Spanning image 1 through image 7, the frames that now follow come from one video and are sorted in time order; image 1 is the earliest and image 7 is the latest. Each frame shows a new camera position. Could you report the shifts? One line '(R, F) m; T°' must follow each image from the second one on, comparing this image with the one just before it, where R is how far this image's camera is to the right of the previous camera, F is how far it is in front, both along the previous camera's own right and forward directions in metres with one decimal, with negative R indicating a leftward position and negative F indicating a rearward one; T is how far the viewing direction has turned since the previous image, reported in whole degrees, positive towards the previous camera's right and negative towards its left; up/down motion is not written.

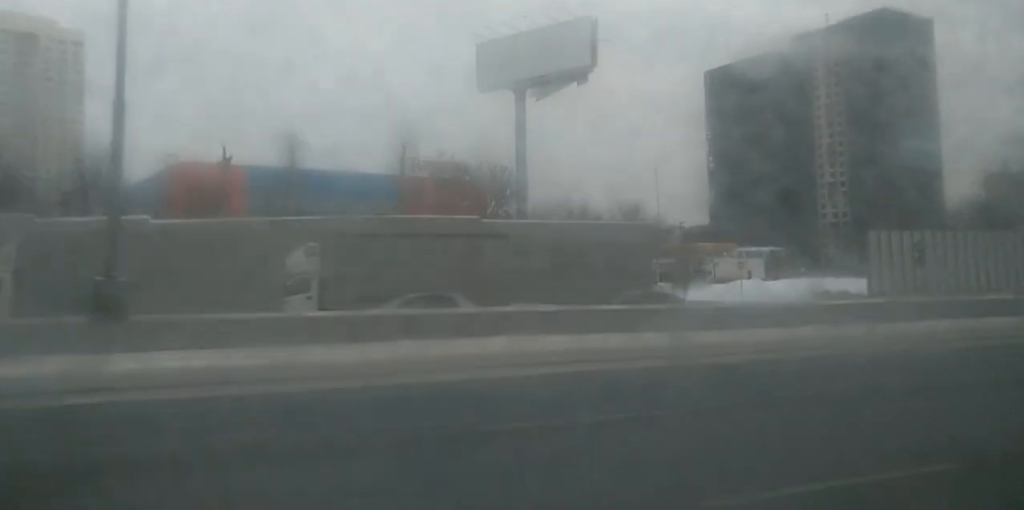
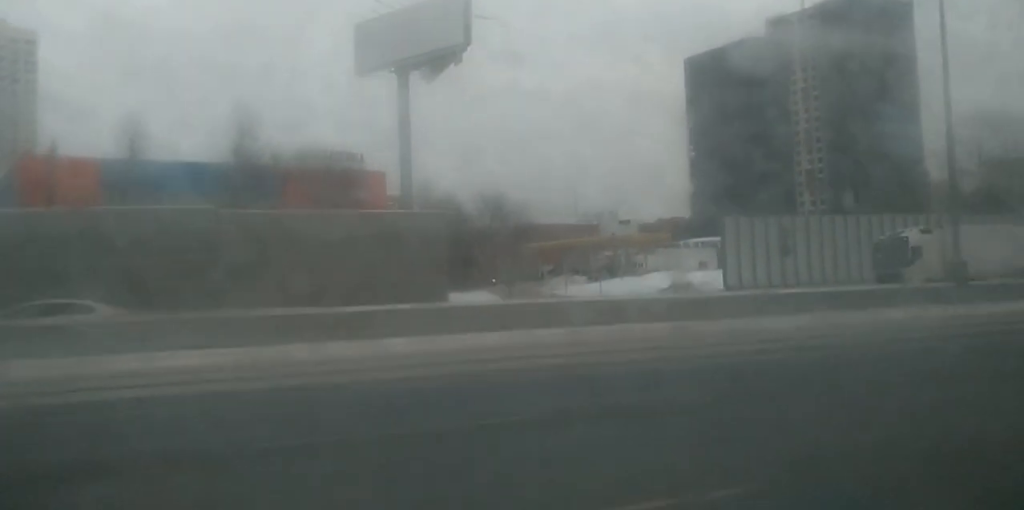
(-0.5, +15.8) m; -2°
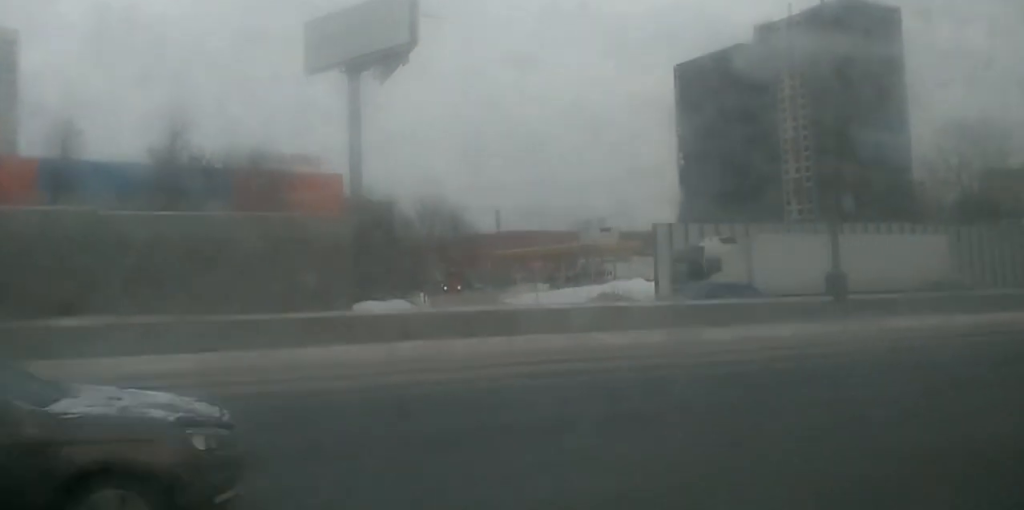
(+0.1, +5.7) m; 0°
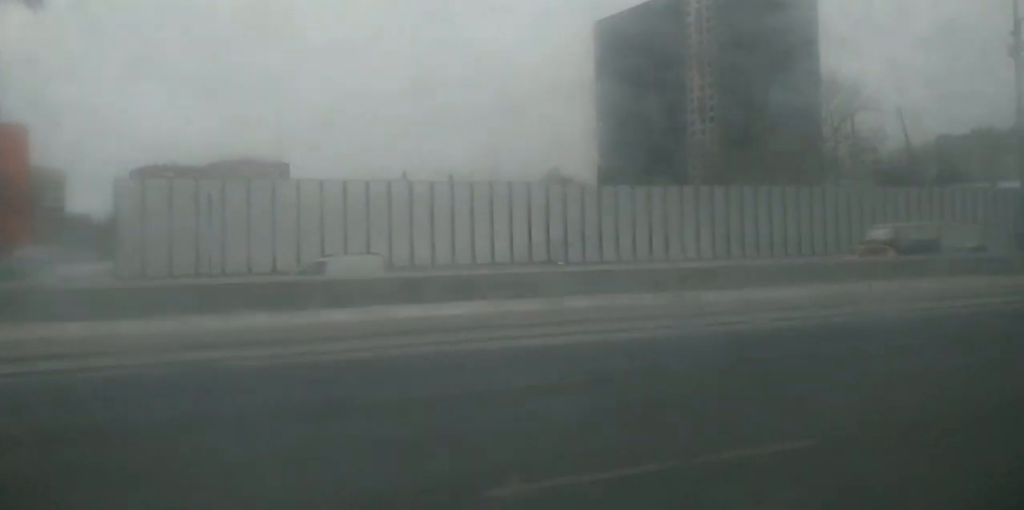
(-0.8, +31.9) m; +1°
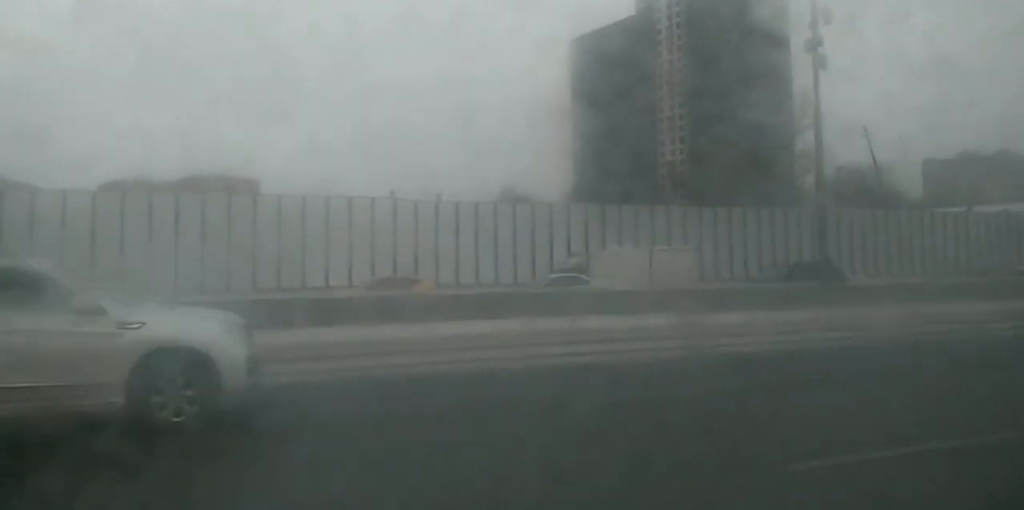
(+0.5, +11.8) m; +2°
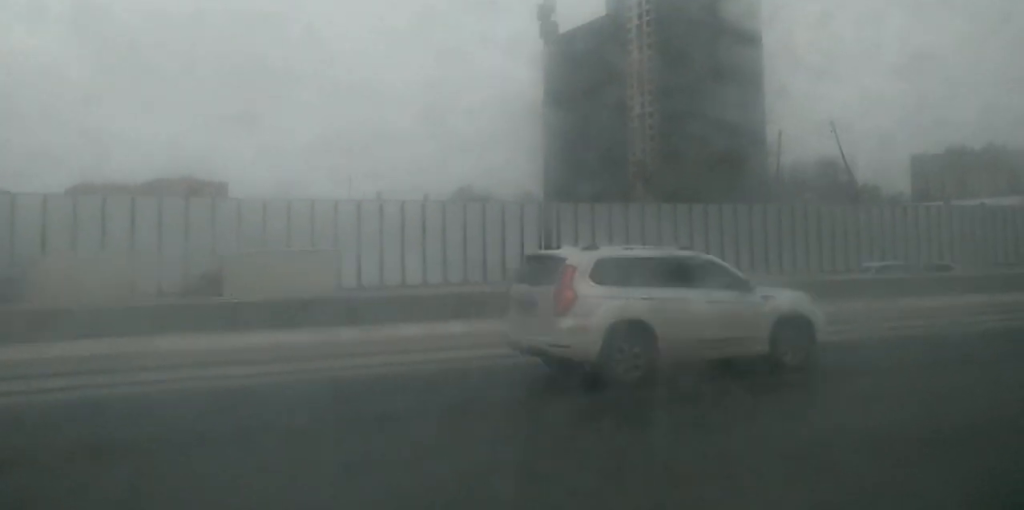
(+0.3, +12.3) m; +2°
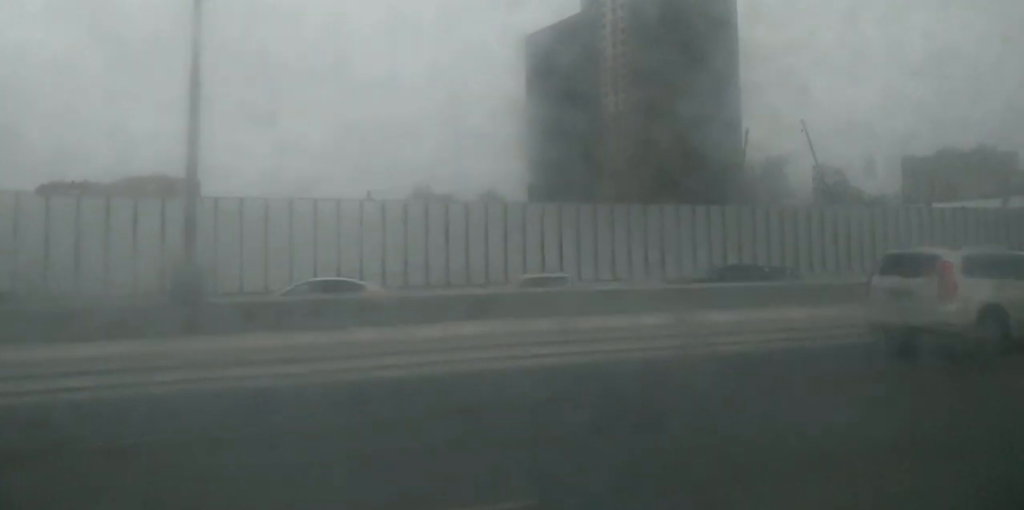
(-0.1, +12.4) m; +1°
